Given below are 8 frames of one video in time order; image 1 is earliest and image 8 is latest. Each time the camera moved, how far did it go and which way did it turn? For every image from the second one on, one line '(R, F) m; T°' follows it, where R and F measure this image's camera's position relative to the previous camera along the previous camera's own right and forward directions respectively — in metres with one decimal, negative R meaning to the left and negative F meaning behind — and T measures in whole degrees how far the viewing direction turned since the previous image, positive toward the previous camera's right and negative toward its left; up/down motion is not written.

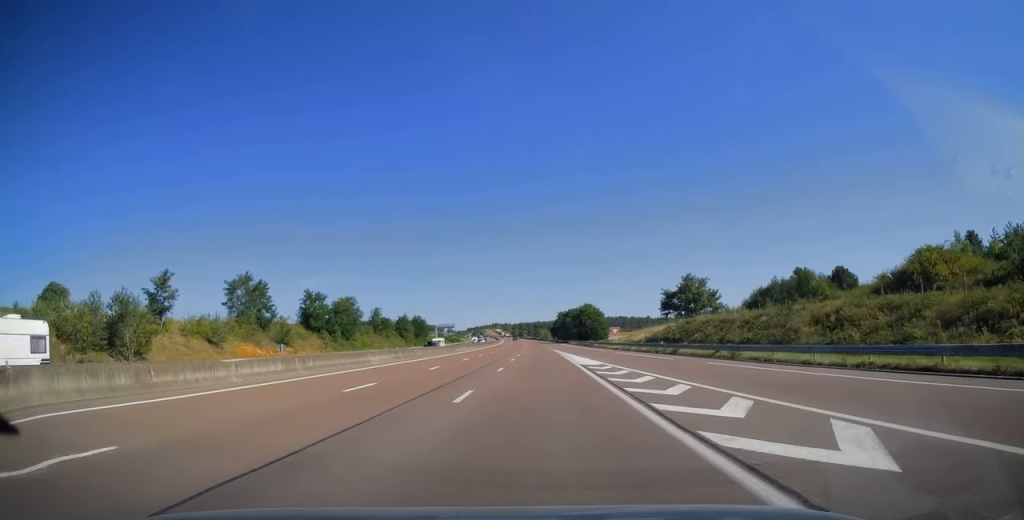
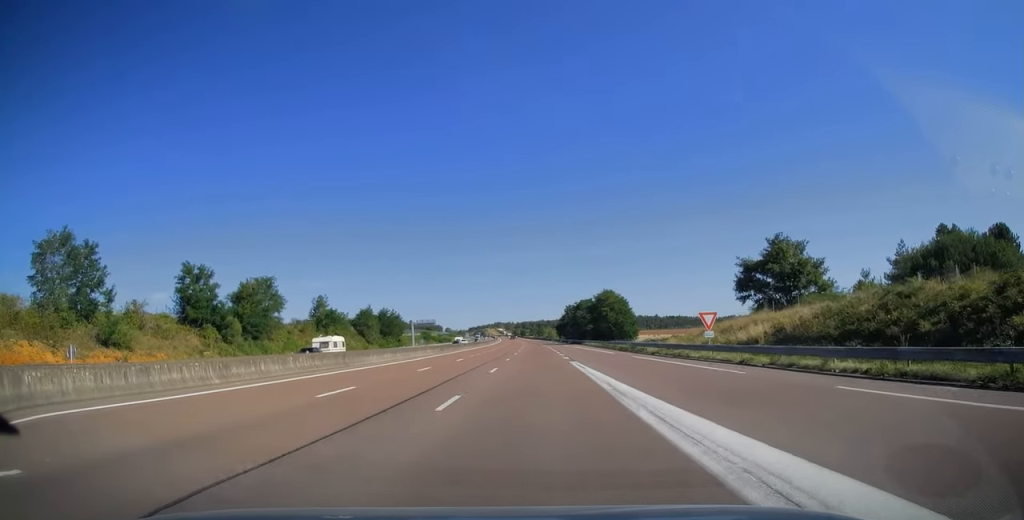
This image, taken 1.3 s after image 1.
(-0.2, +40.8) m; 0°
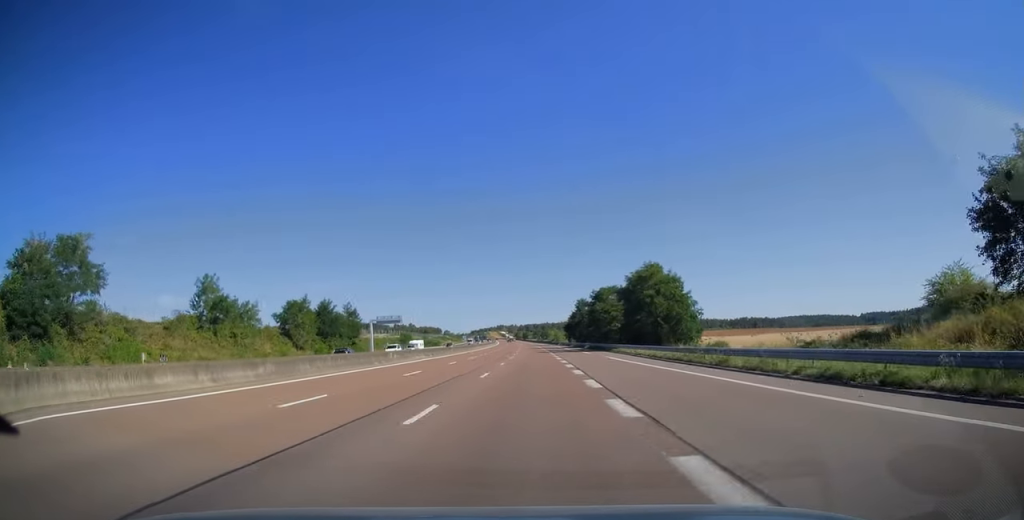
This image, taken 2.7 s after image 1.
(-0.1, +40.8) m; 0°
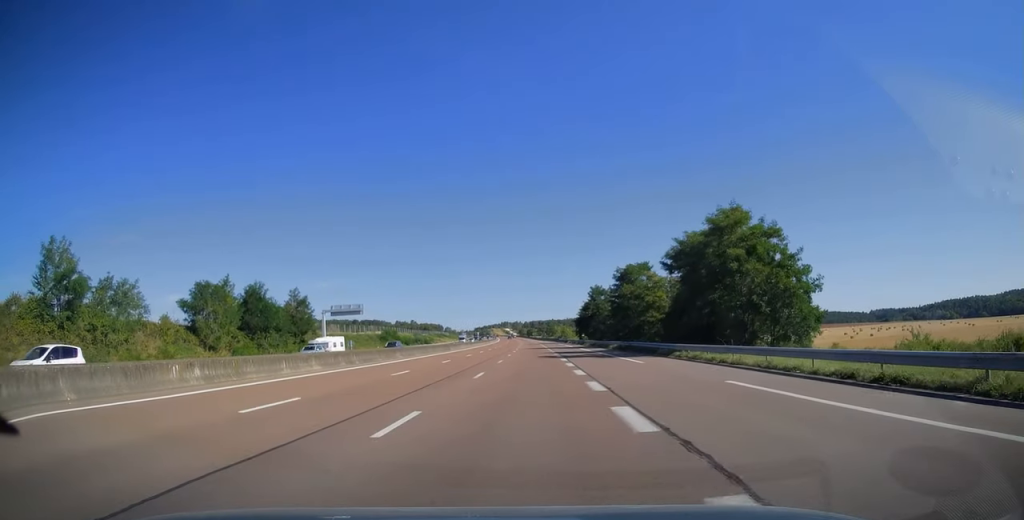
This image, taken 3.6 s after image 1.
(-0.1, +27.7) m; 0°
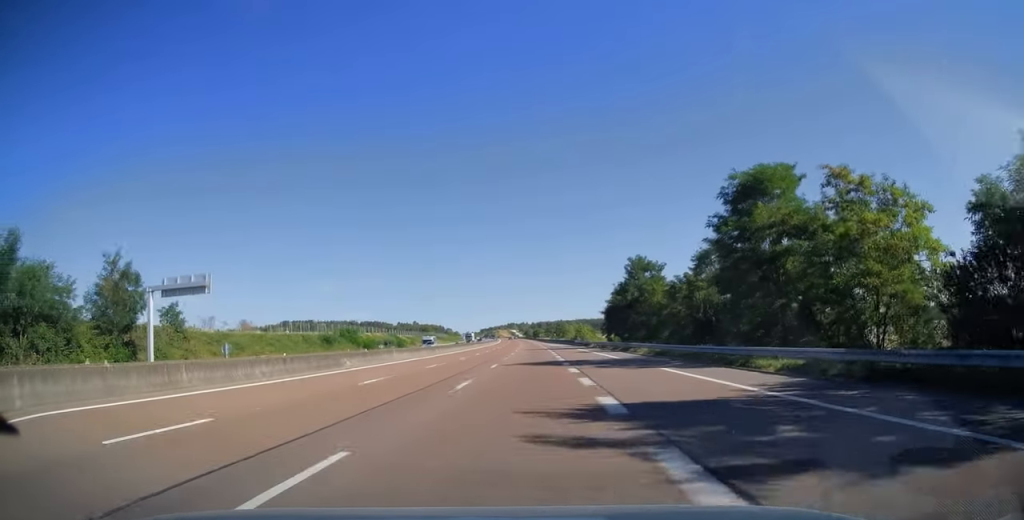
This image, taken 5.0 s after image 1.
(-0.3, +43.4) m; -1°
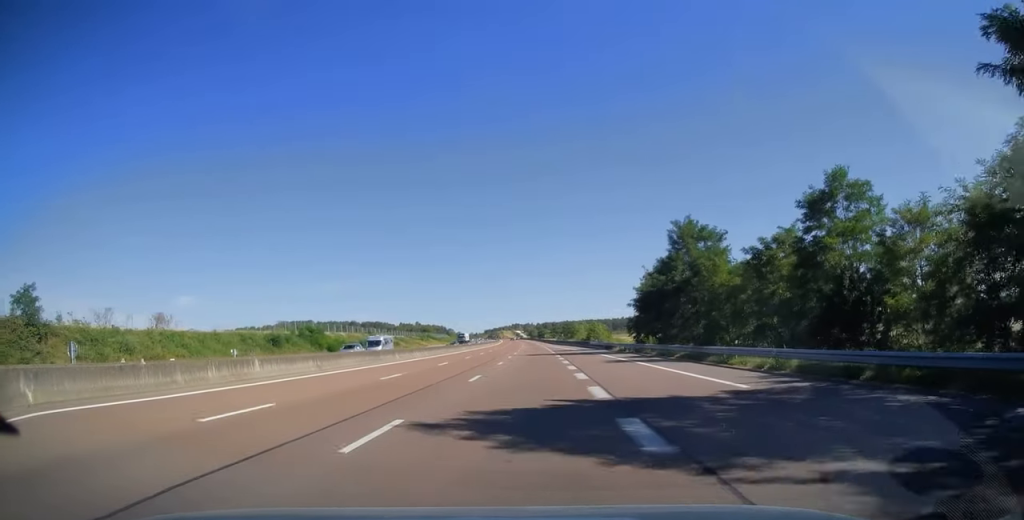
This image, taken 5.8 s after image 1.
(-0.1, +23.2) m; 0°
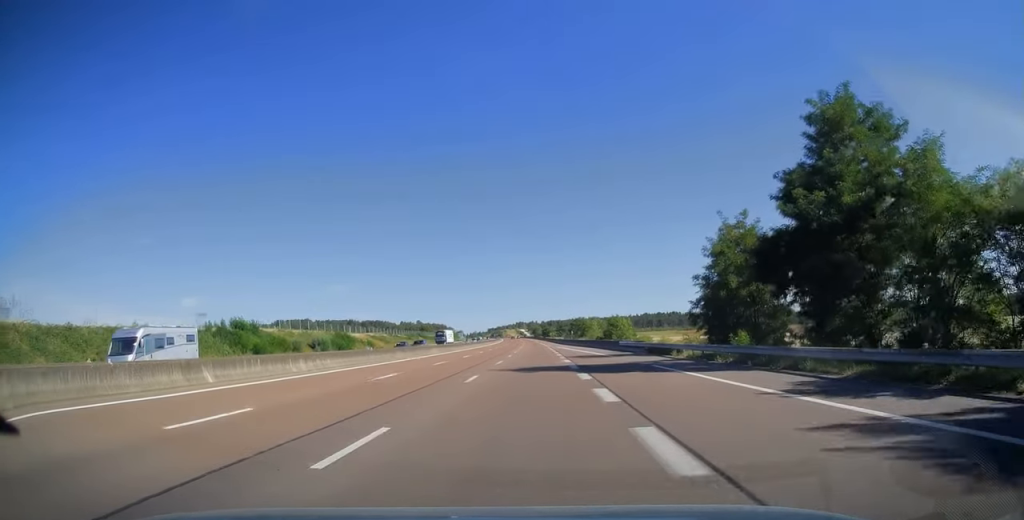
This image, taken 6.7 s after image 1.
(-0.1, +27.3) m; 0°
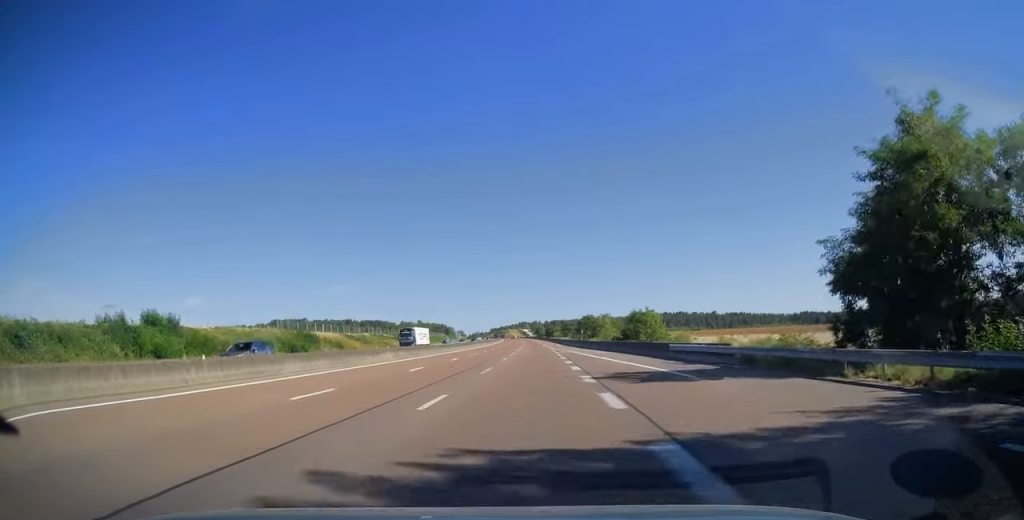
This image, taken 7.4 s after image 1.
(-0.1, +20.7) m; 0°
